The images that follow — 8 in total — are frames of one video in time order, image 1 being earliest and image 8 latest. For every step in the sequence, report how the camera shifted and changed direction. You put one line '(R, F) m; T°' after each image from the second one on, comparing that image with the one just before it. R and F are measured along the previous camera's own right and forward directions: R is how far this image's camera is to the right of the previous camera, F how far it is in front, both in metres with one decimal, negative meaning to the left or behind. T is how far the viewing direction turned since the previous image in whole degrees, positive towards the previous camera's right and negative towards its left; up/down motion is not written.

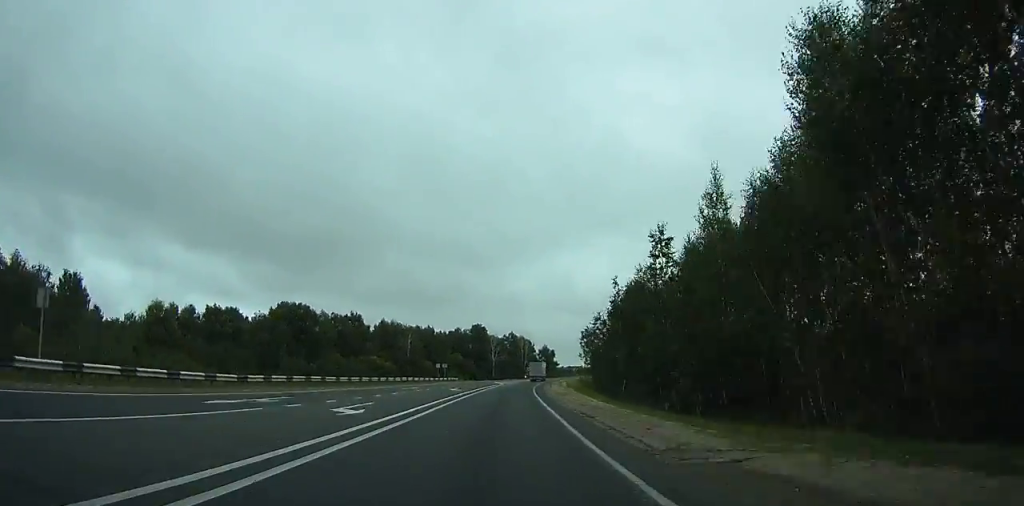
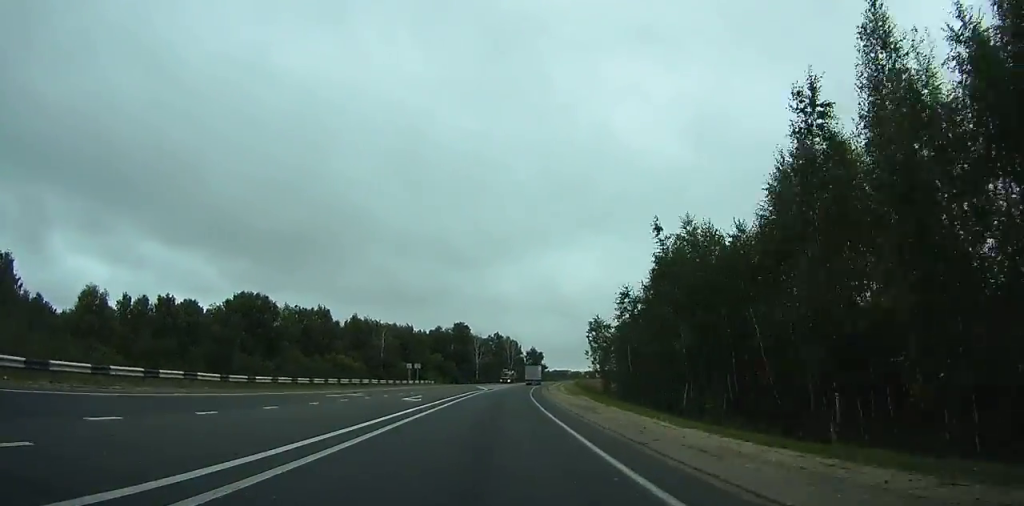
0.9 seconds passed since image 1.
(+0.2, +17.6) m; +1°
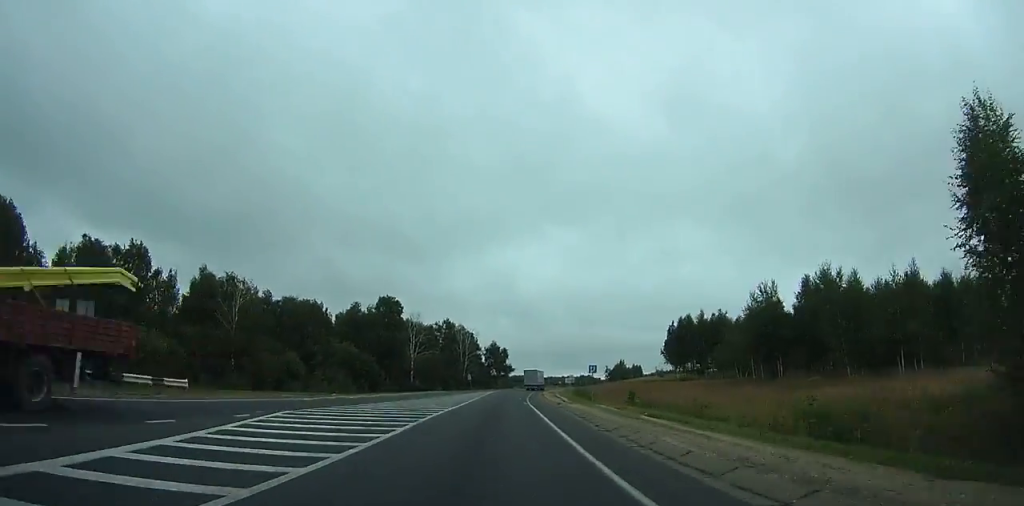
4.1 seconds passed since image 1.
(+2.5, +65.7) m; +5°
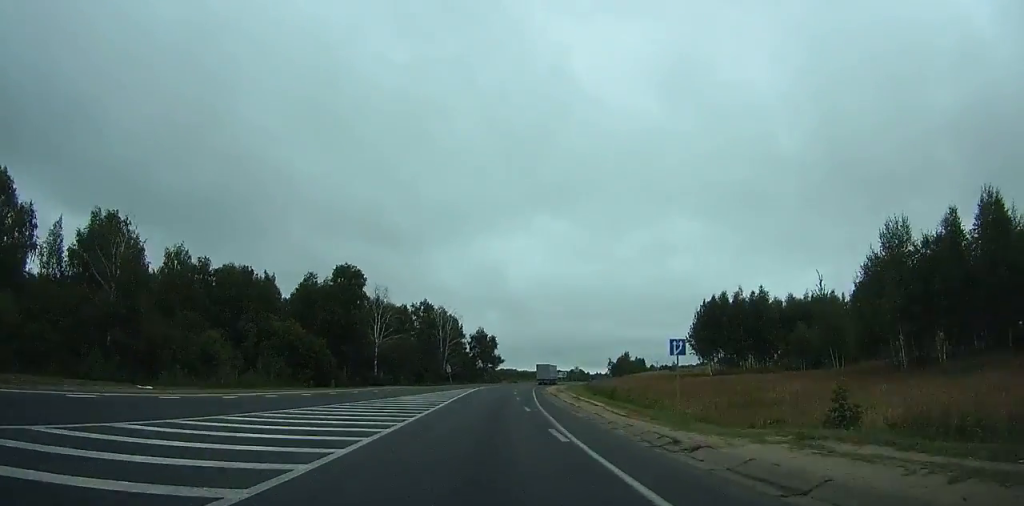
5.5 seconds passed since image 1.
(+0.6, +26.5) m; +2°
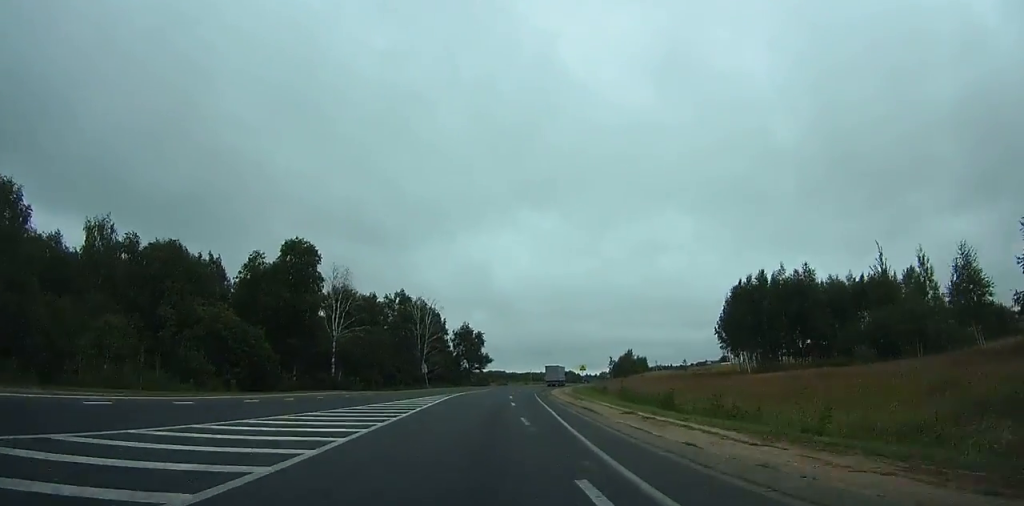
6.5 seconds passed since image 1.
(+0.1, +19.8) m; +1°
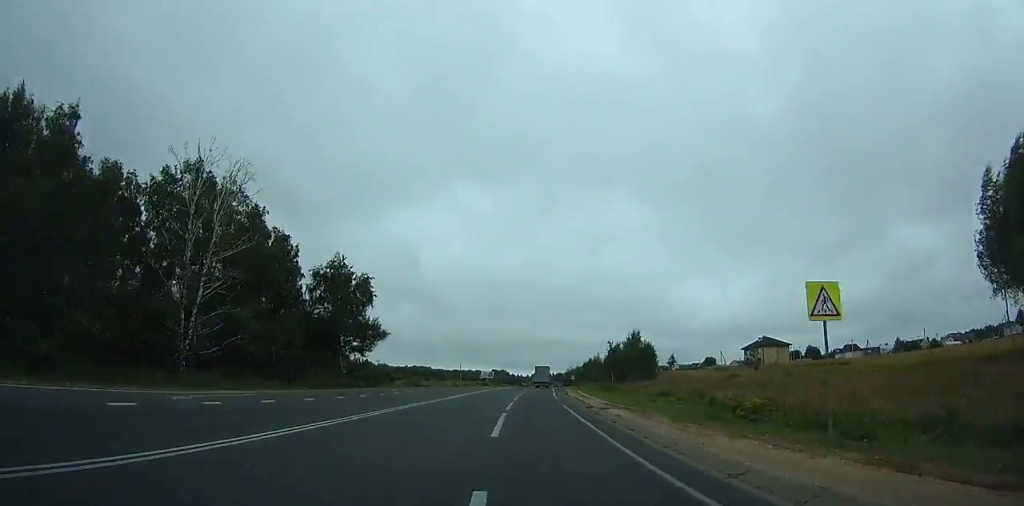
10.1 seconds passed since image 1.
(+2.6, +72.2) m; +5°
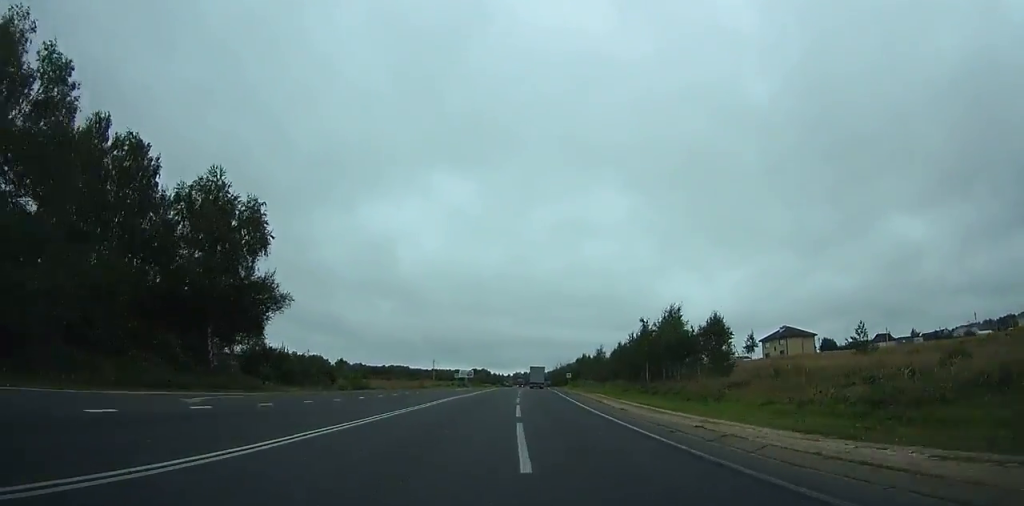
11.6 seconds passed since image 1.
(+0.9, +29.1) m; +2°
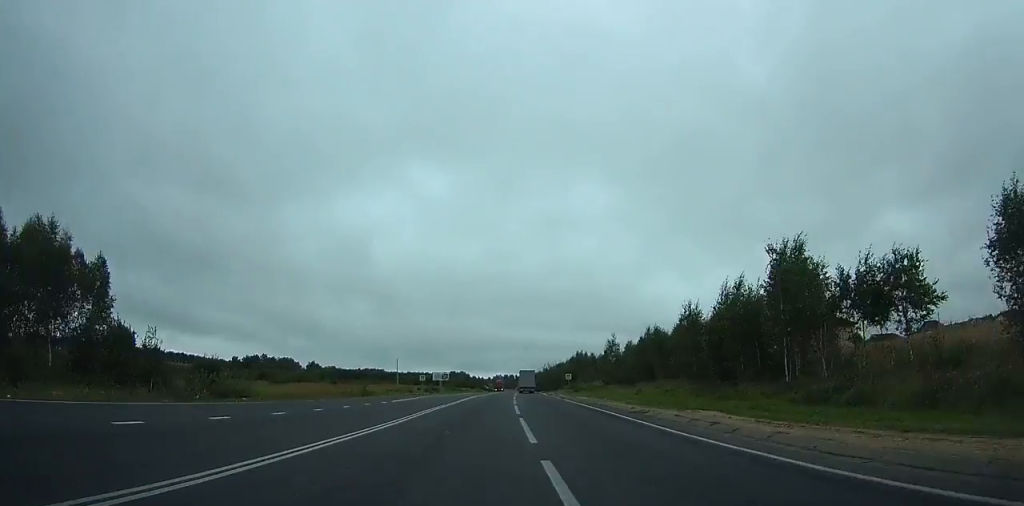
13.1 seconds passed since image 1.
(+0.7, +30.9) m; +2°
